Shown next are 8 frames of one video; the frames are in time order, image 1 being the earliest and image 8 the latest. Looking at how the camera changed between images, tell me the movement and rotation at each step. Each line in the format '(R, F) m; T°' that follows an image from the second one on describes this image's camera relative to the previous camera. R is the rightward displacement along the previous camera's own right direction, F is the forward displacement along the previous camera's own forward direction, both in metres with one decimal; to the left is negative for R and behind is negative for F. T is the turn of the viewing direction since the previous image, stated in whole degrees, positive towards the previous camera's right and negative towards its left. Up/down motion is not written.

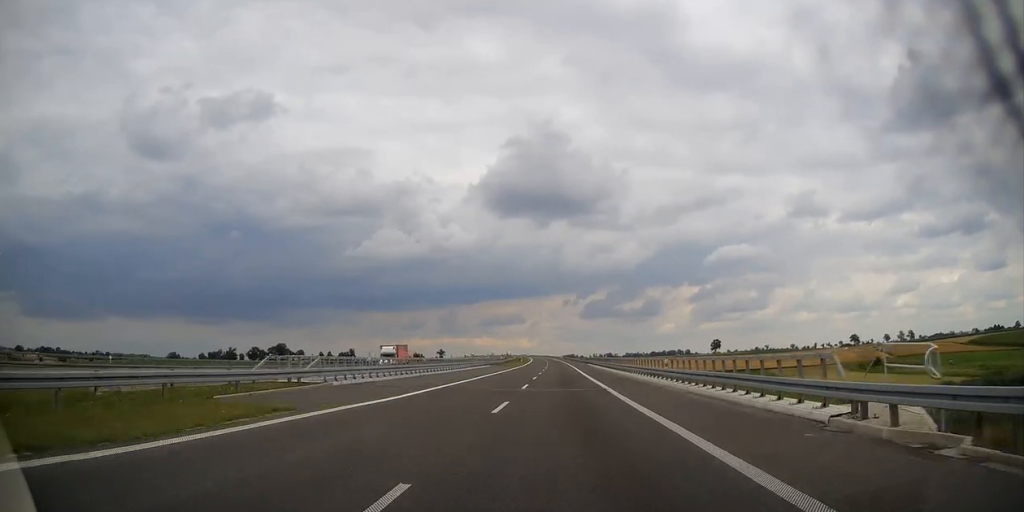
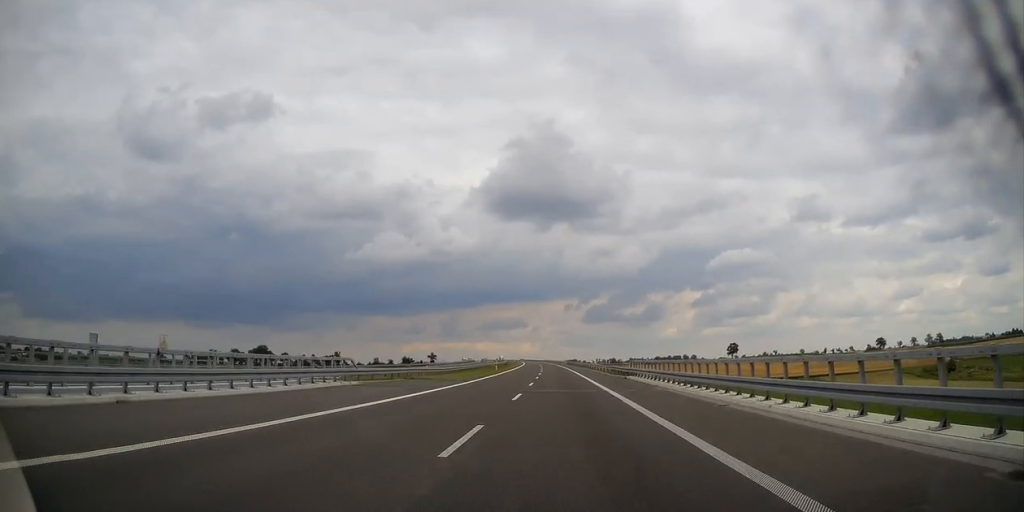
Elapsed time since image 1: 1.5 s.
(0.0, +55.1) m; 0°
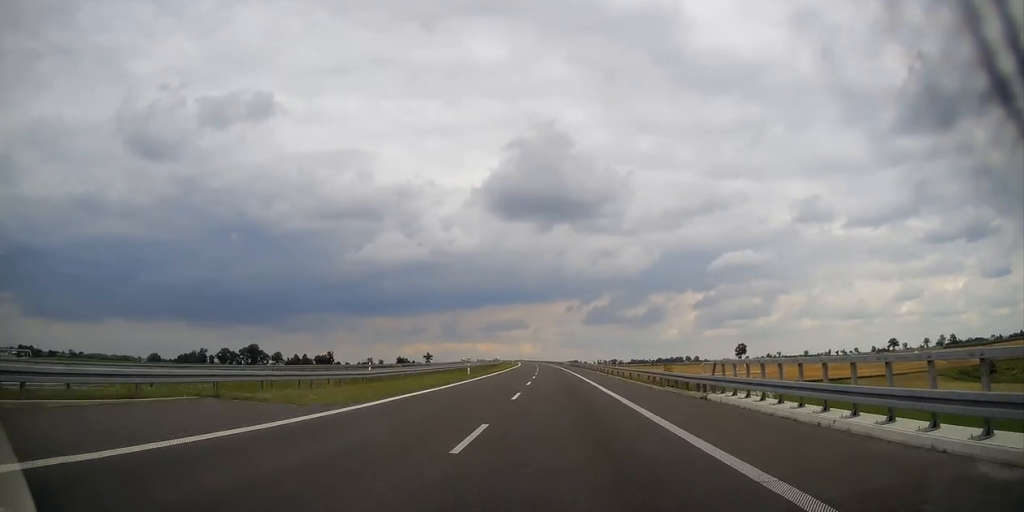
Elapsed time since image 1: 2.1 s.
(0.0, +23.8) m; 0°
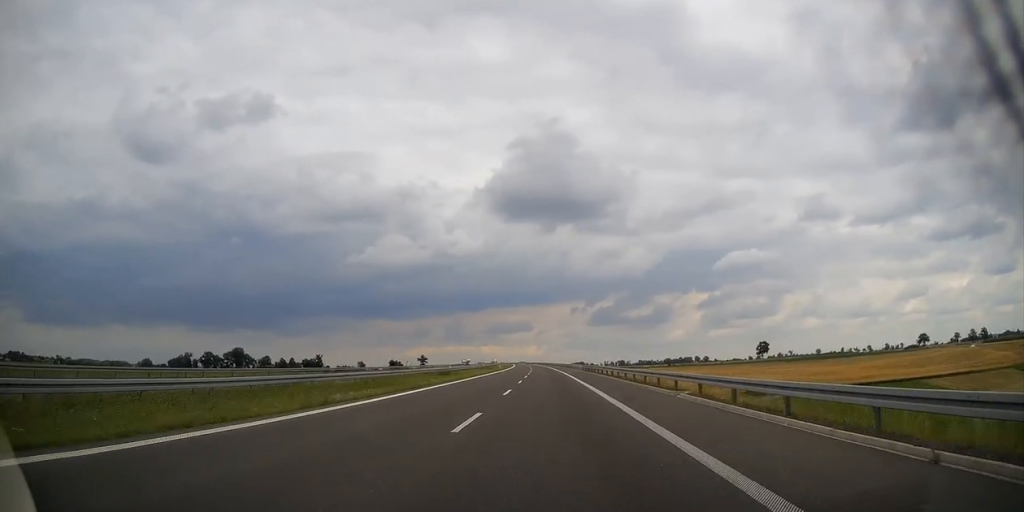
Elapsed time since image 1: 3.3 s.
(-0.4, +46.2) m; -1°
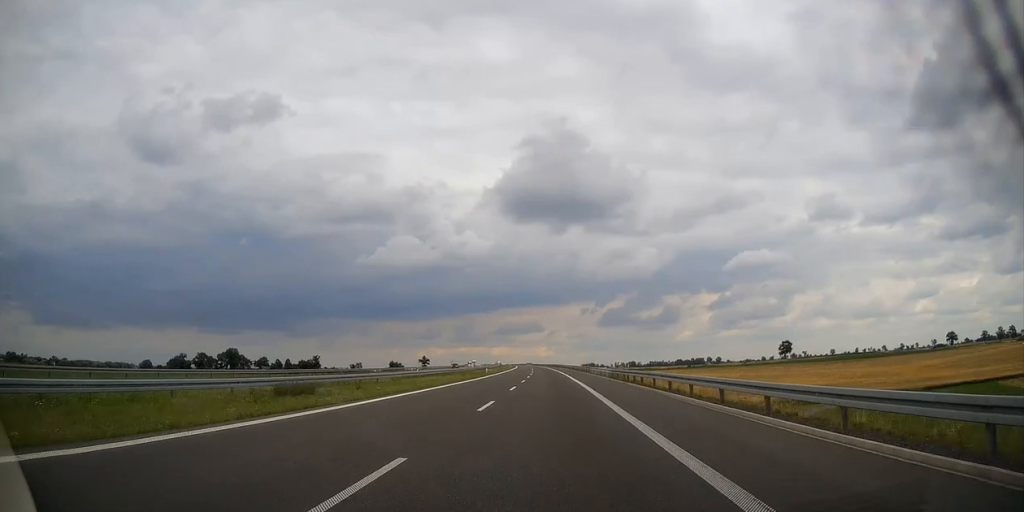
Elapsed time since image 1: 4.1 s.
(+0.1, +29.9) m; 0°
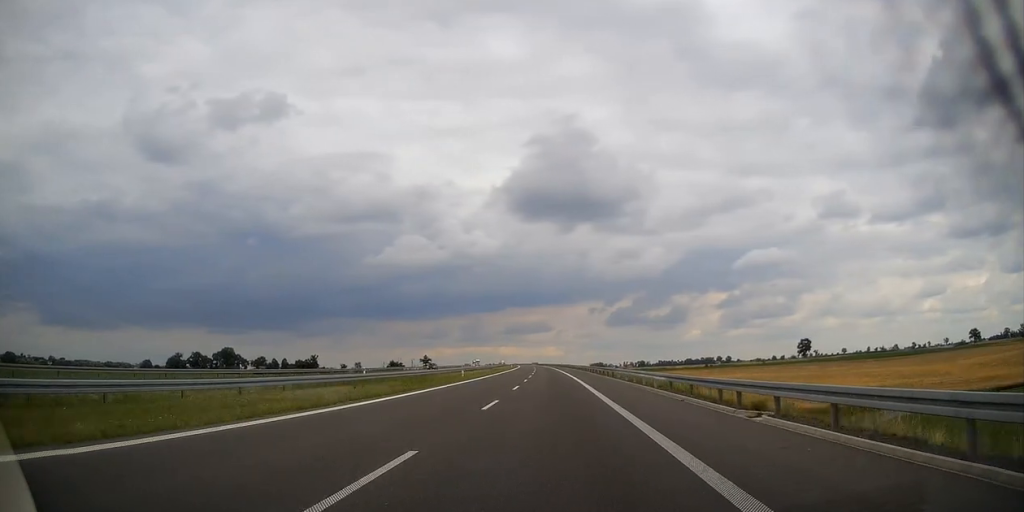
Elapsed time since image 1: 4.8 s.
(0.0, +23.6) m; -1°
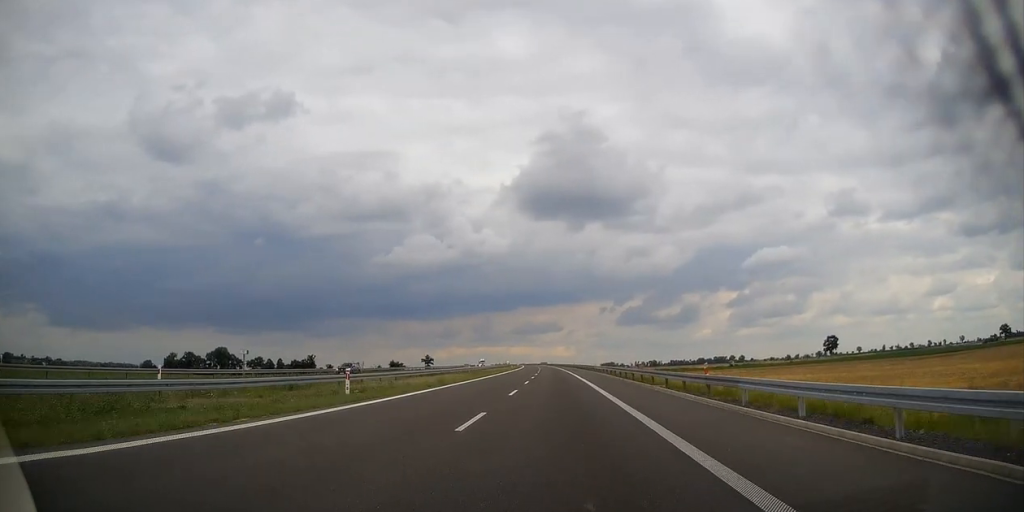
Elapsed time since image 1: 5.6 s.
(-0.6, +29.8) m; -1°
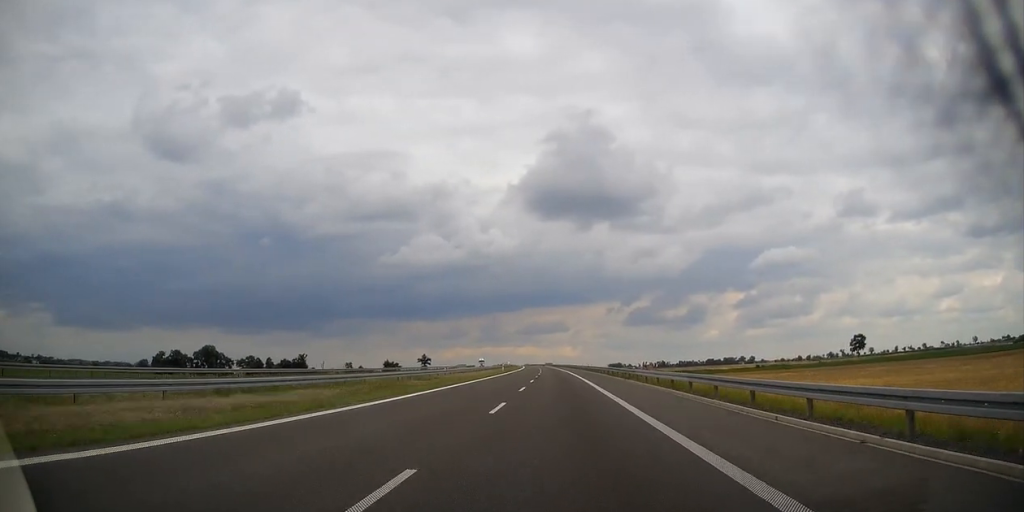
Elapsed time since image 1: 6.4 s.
(-0.1, +32.3) m; -1°
